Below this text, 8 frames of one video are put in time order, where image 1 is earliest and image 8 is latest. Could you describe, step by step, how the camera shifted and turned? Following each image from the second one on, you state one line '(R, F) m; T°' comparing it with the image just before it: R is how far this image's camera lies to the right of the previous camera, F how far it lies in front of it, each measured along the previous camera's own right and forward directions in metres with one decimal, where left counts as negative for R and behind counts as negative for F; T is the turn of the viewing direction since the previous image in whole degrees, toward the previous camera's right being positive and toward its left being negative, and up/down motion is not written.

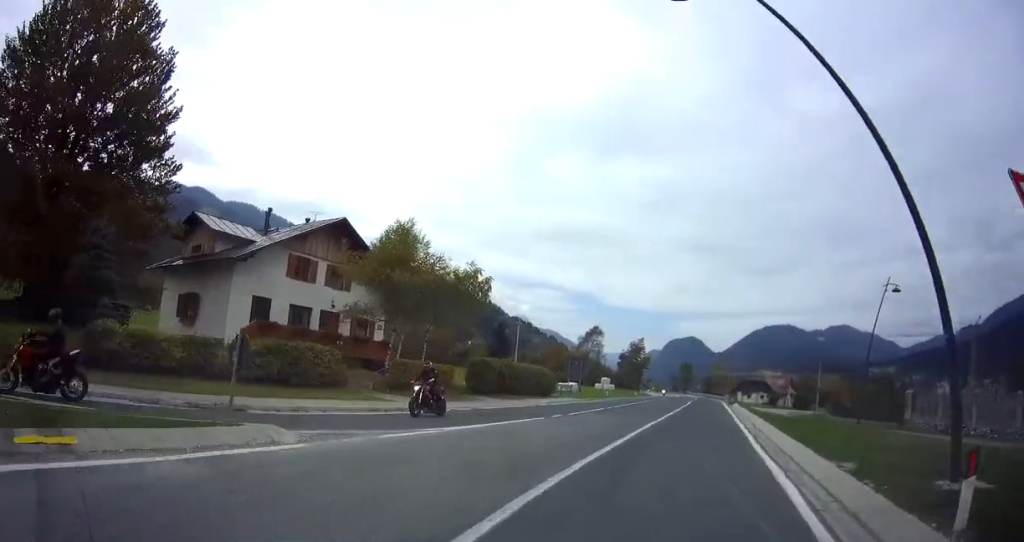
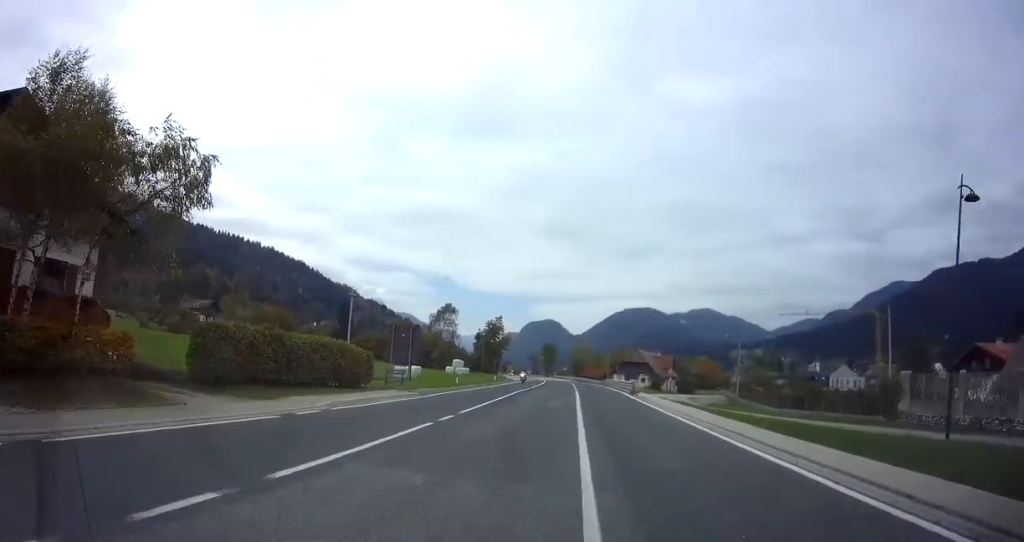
(+2.5, +16.0) m; +14°
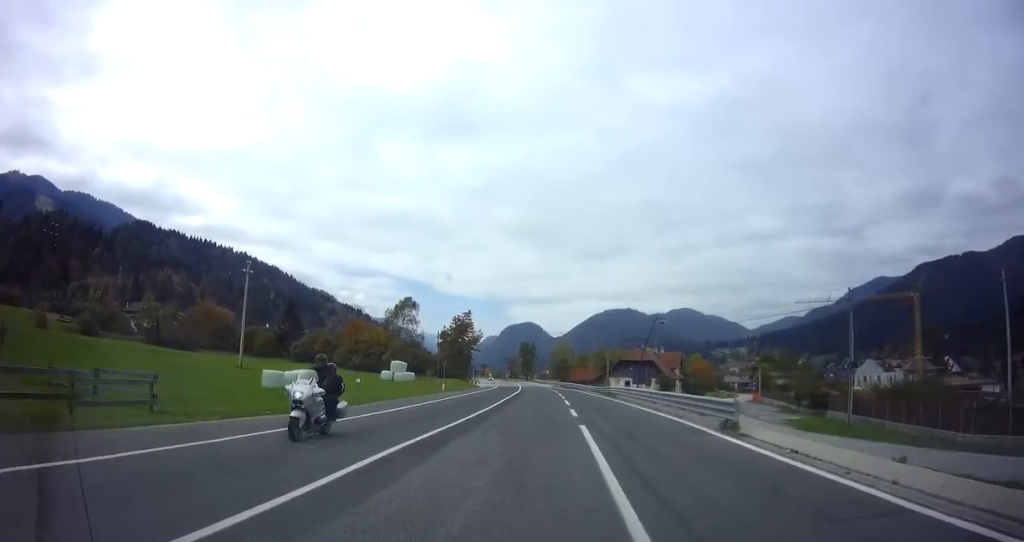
(+1.3, +23.2) m; +4°
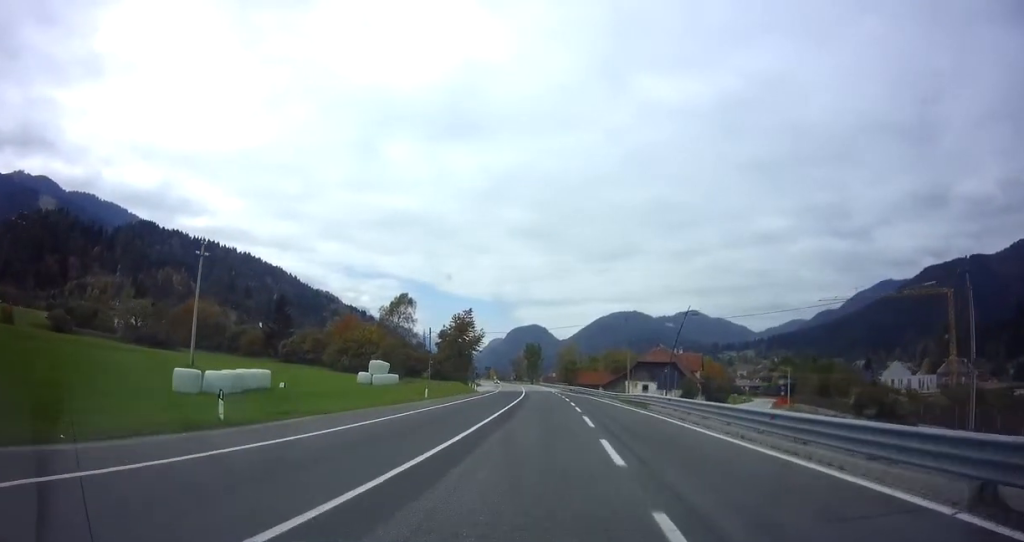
(-0.1, +9.4) m; +1°
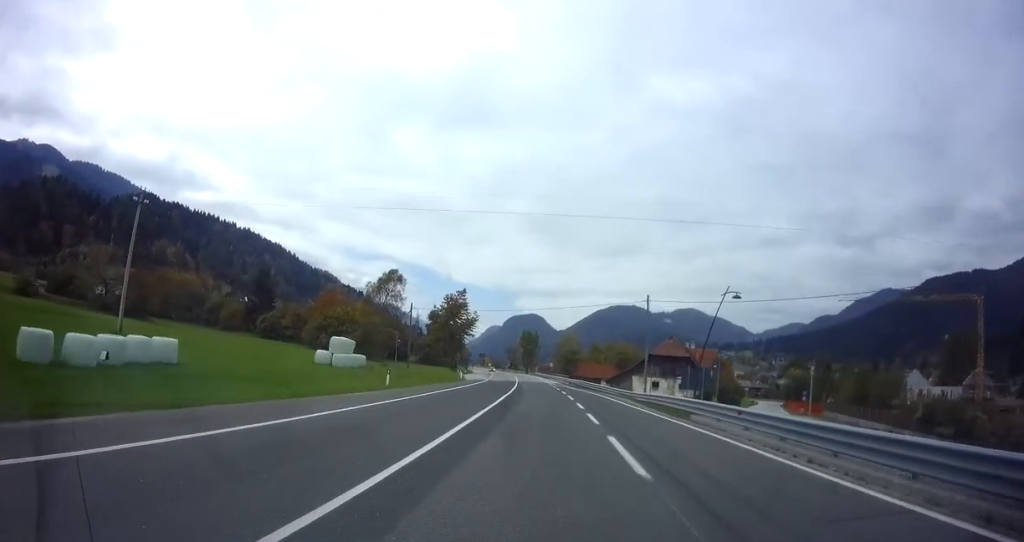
(+0.6, +8.4) m; 0°
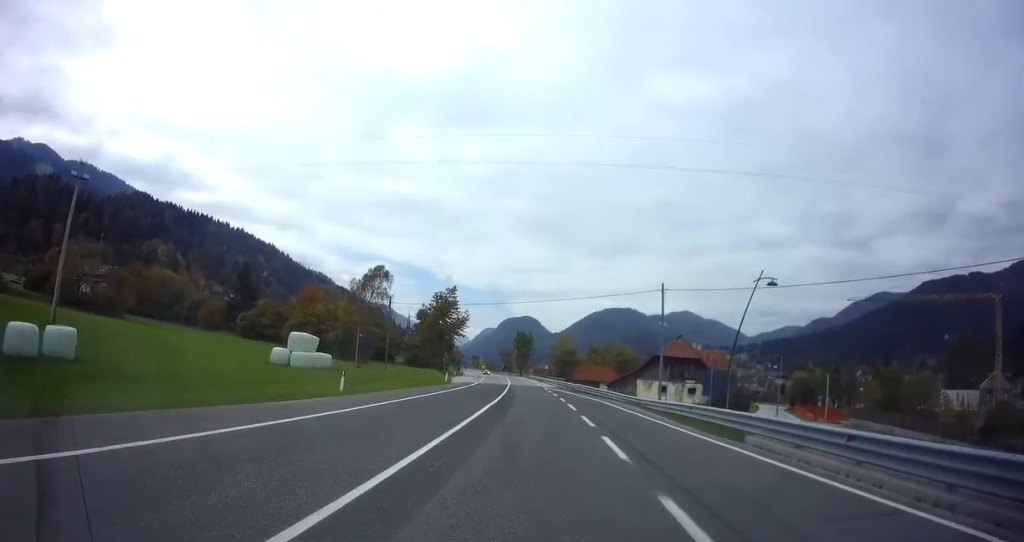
(-0.3, +5.9) m; -1°
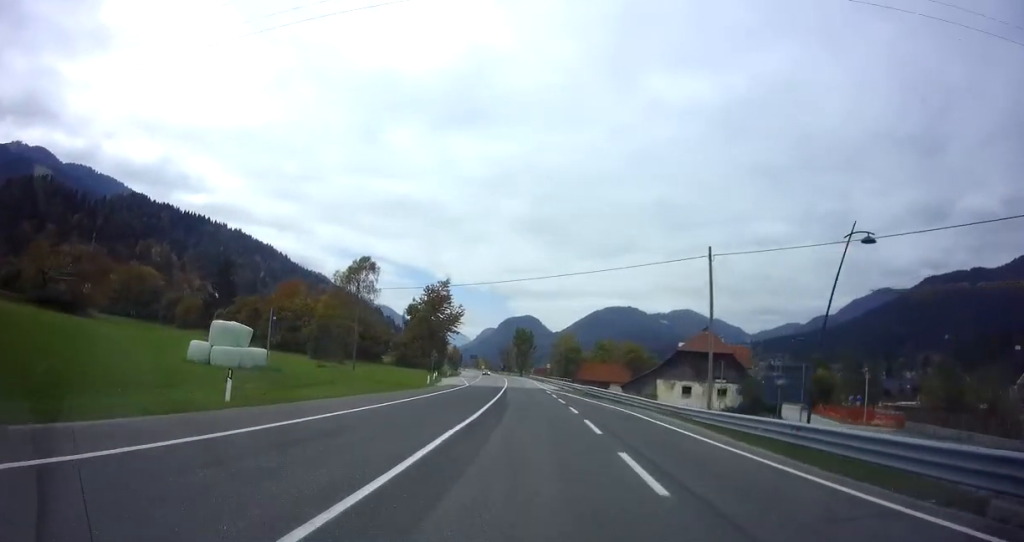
(-0.4, +8.6) m; -1°
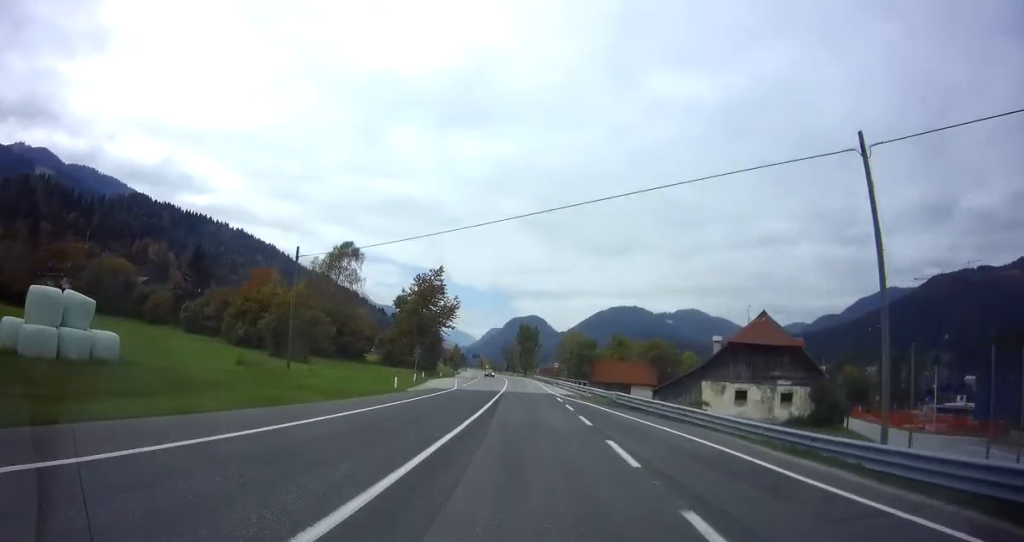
(+0.4, +11.5) m; 0°
